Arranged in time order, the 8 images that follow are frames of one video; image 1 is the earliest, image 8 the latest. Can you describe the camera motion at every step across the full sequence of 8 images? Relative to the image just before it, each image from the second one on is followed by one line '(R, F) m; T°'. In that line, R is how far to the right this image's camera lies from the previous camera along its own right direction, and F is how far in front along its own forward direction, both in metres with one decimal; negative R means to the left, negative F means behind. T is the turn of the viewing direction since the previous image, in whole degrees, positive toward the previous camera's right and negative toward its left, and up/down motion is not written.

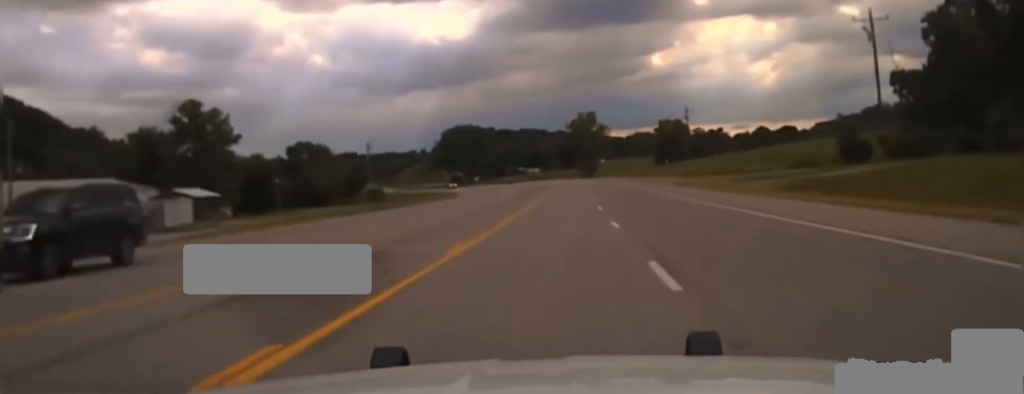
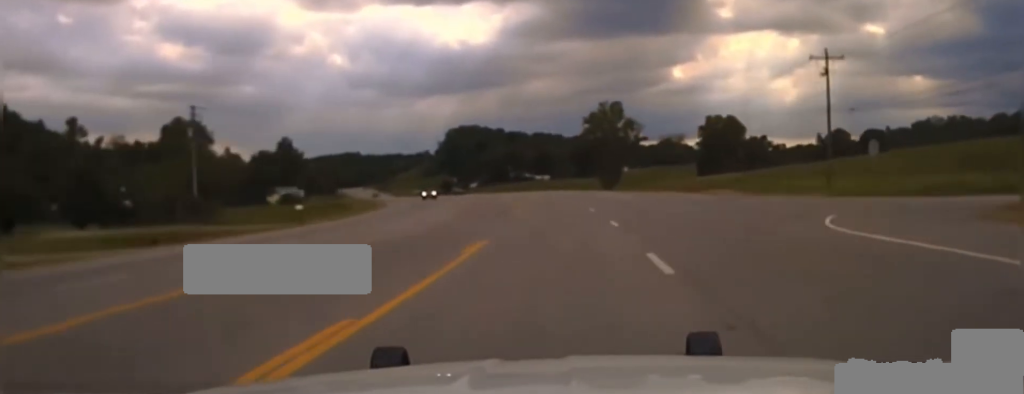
(-0.6, +86.5) m; -2°
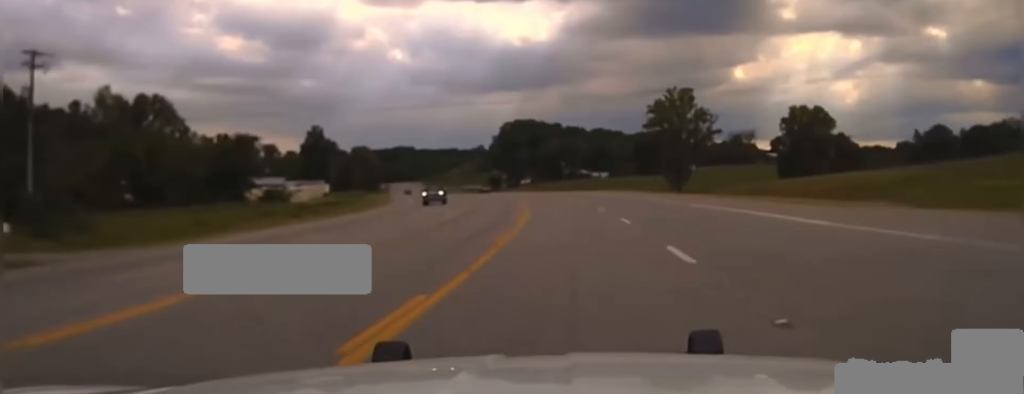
(-0.3, +34.4) m; -2°
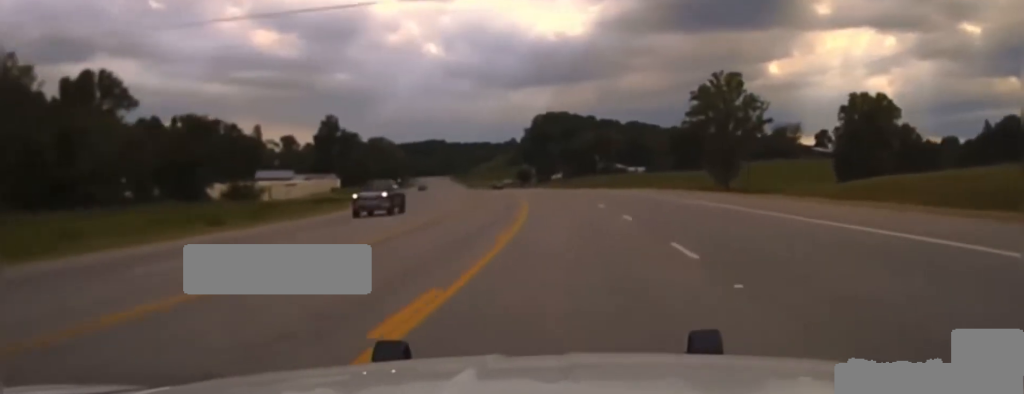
(-0.9, +24.0) m; -1°
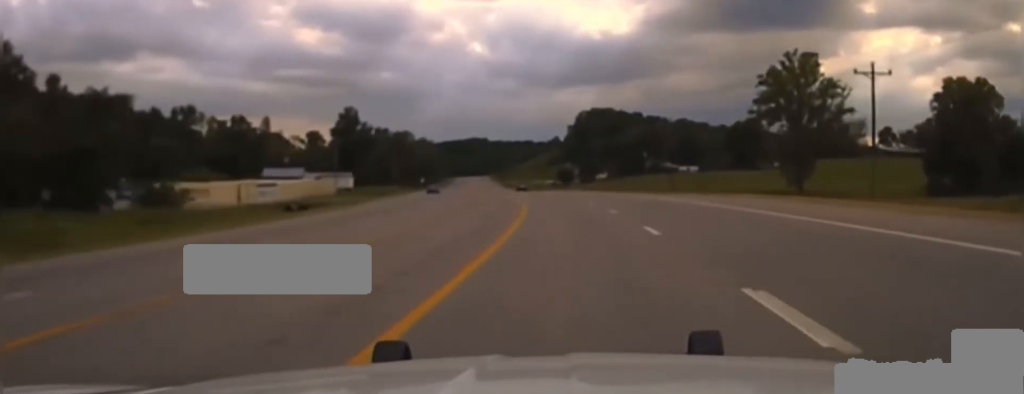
(-0.5, +31.1) m; -2°
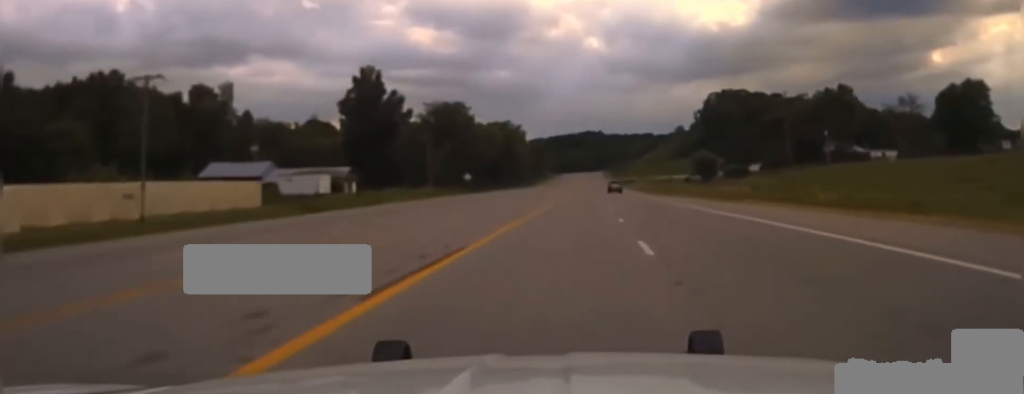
(-7.0, +101.9) m; -9°
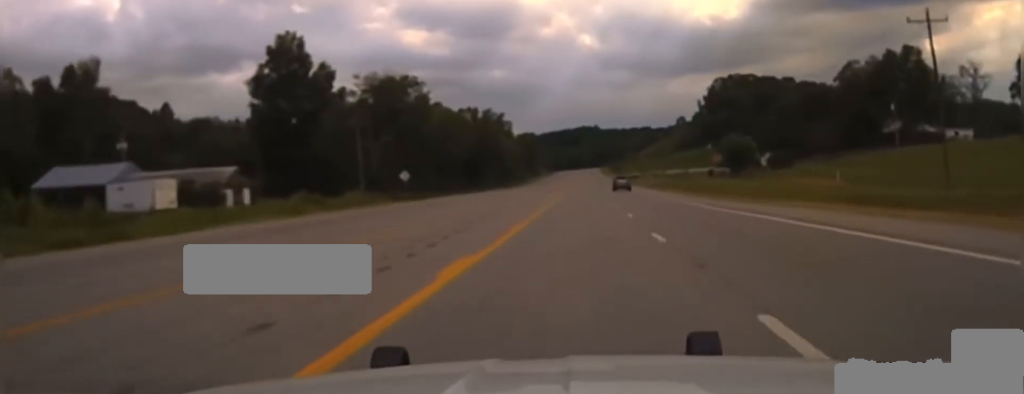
(-1.5, +46.6) m; -1°
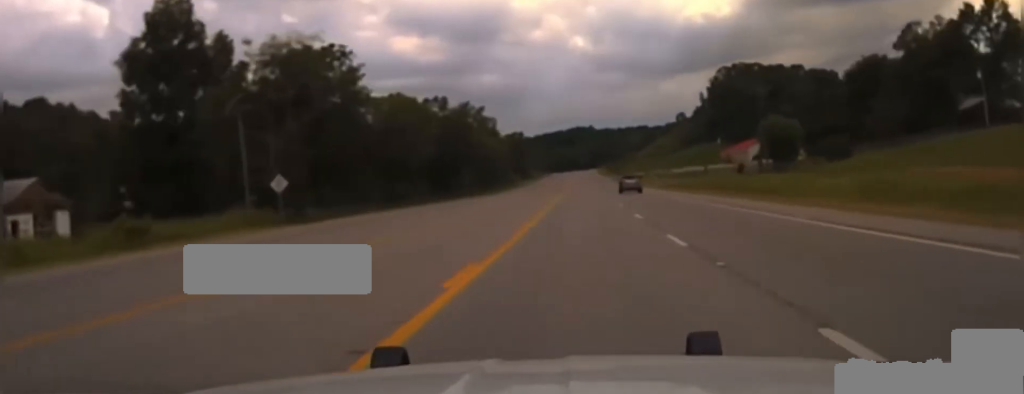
(+0.5, +37.8) m; 0°
